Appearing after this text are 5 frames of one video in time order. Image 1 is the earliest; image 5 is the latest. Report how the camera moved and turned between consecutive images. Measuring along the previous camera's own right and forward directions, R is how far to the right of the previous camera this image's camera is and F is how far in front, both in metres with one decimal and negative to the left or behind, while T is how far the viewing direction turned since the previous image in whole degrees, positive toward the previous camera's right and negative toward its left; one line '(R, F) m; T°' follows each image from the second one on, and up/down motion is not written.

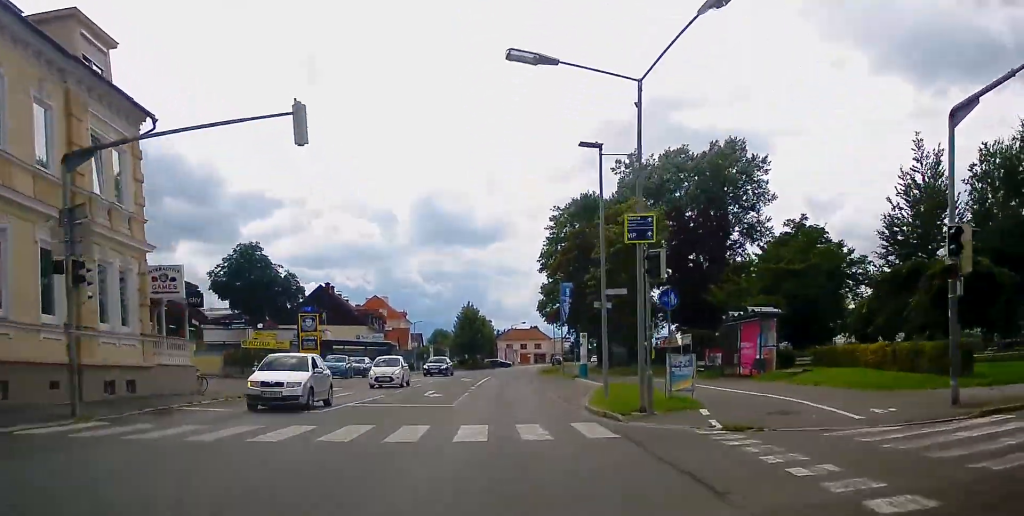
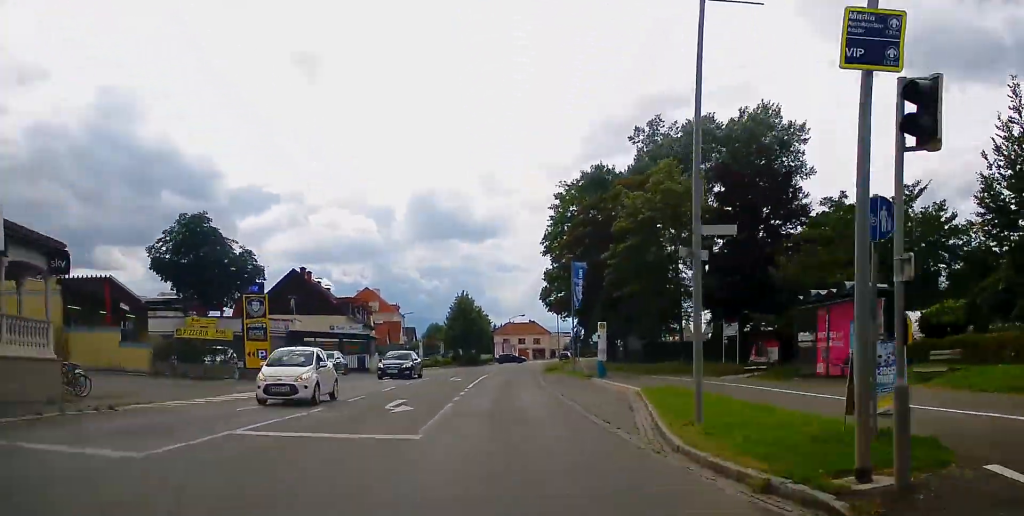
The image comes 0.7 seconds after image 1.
(0.0, +10.1) m; 0°
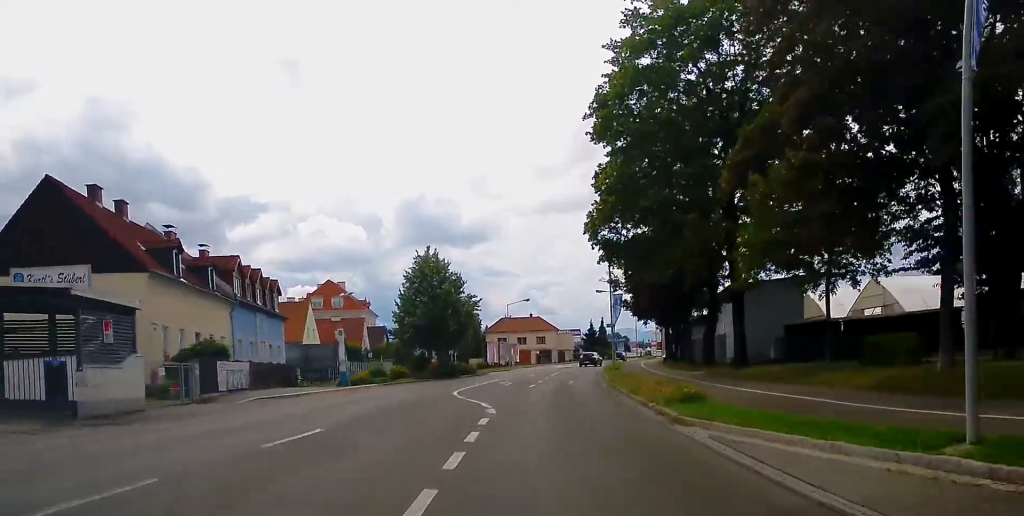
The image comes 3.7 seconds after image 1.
(+0.3, +41.2) m; +1°
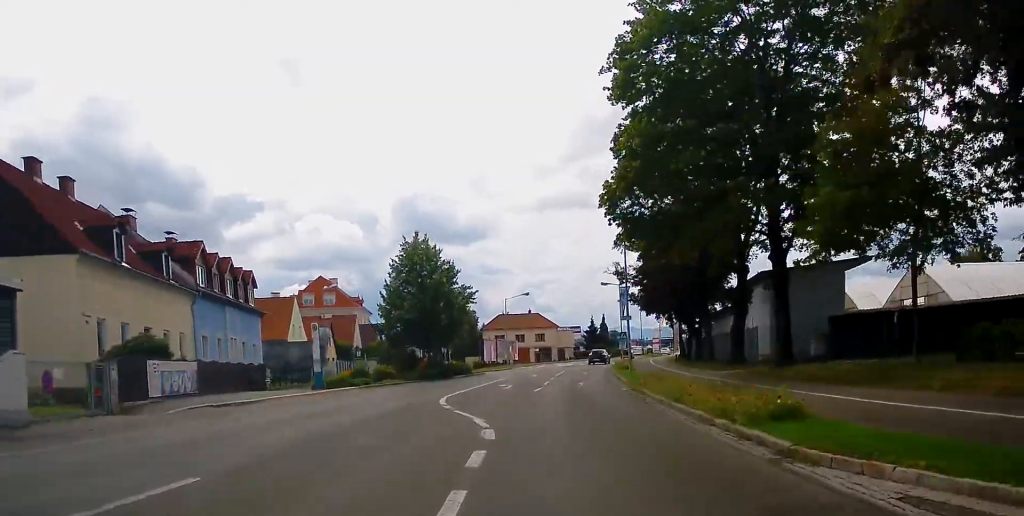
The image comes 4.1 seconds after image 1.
(-0.1, +5.7) m; +1°
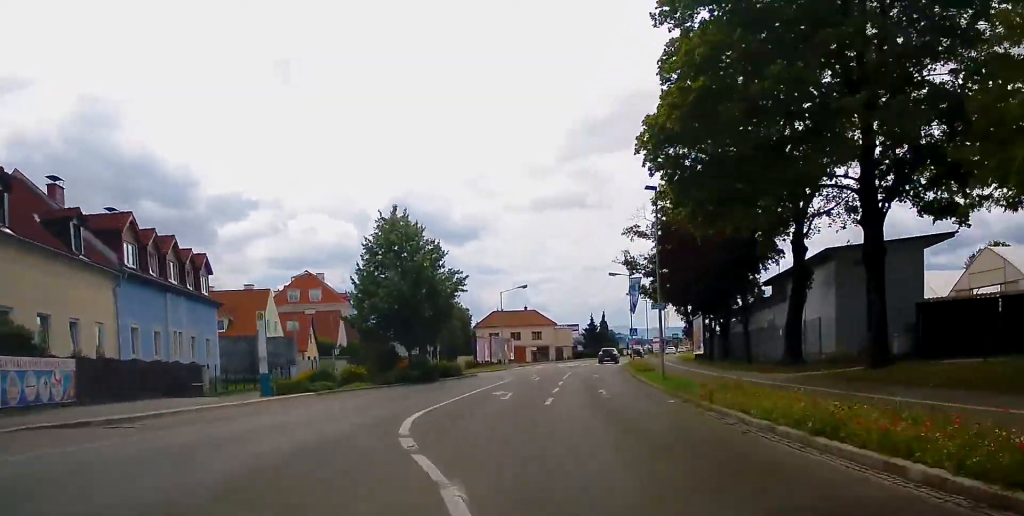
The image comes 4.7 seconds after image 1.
(+0.1, +8.1) m; +1°
